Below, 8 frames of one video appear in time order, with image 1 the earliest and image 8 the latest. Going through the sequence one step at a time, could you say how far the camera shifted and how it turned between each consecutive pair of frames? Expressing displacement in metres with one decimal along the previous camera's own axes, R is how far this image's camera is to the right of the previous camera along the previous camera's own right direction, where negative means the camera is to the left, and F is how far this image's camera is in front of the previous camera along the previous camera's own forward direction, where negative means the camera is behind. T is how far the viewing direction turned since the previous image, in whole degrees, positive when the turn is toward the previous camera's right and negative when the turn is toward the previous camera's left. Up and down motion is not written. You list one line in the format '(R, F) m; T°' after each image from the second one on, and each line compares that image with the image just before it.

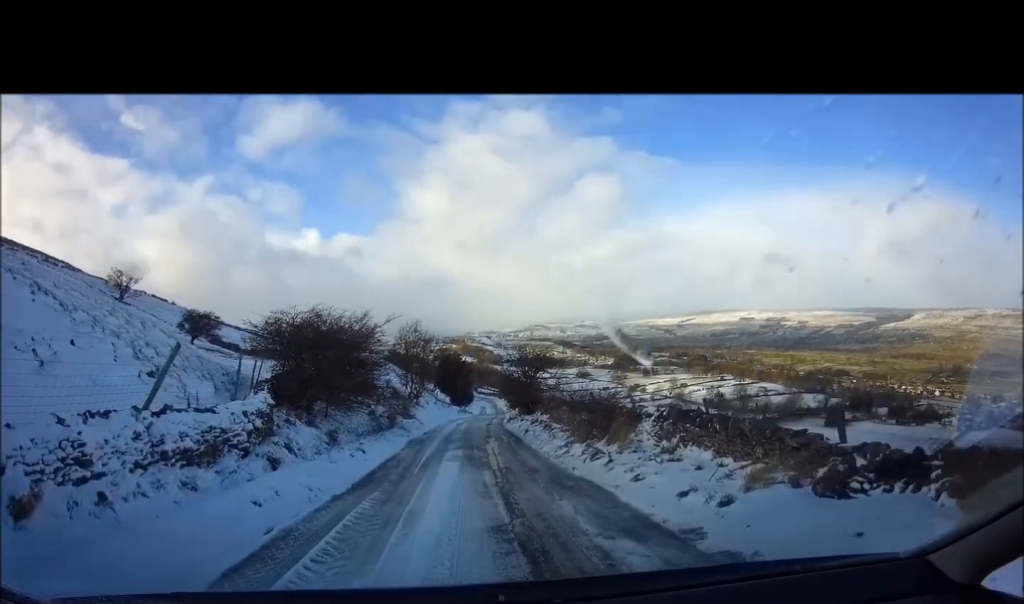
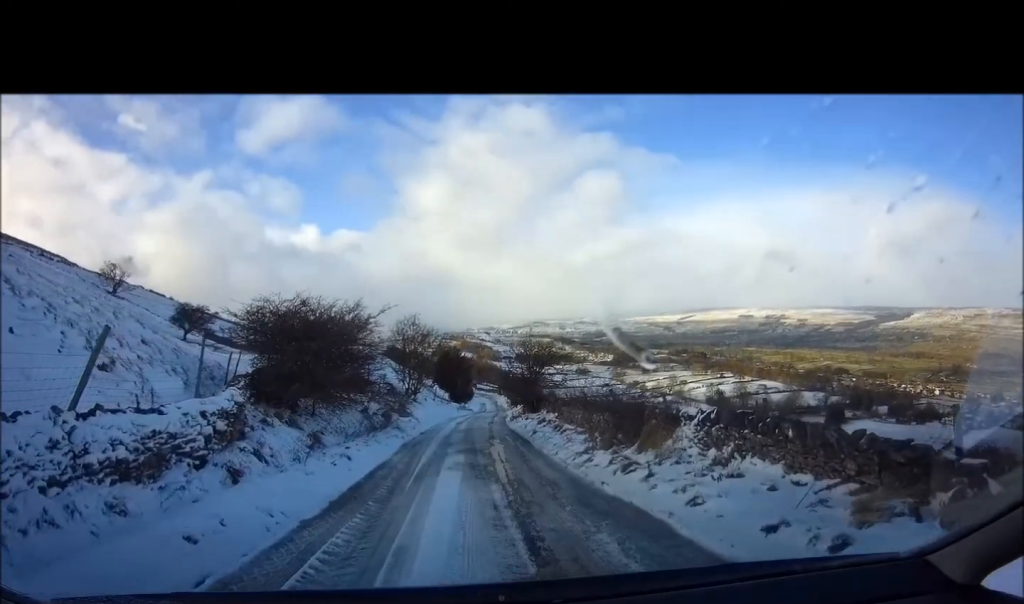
(0.0, +1.9) m; 0°
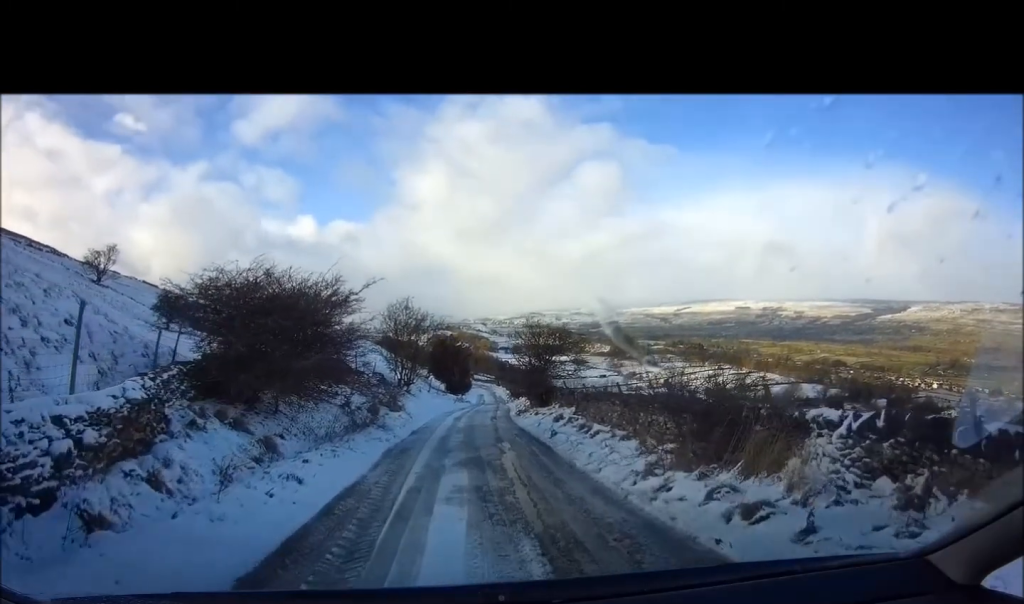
(0.0, +3.7) m; +2°
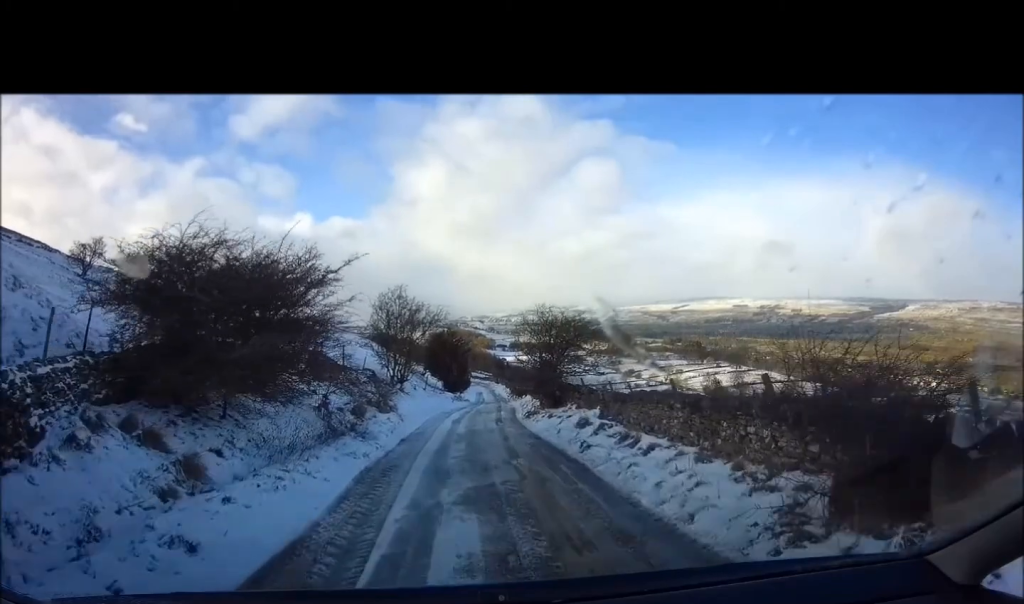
(+0.1, +3.1) m; +6°
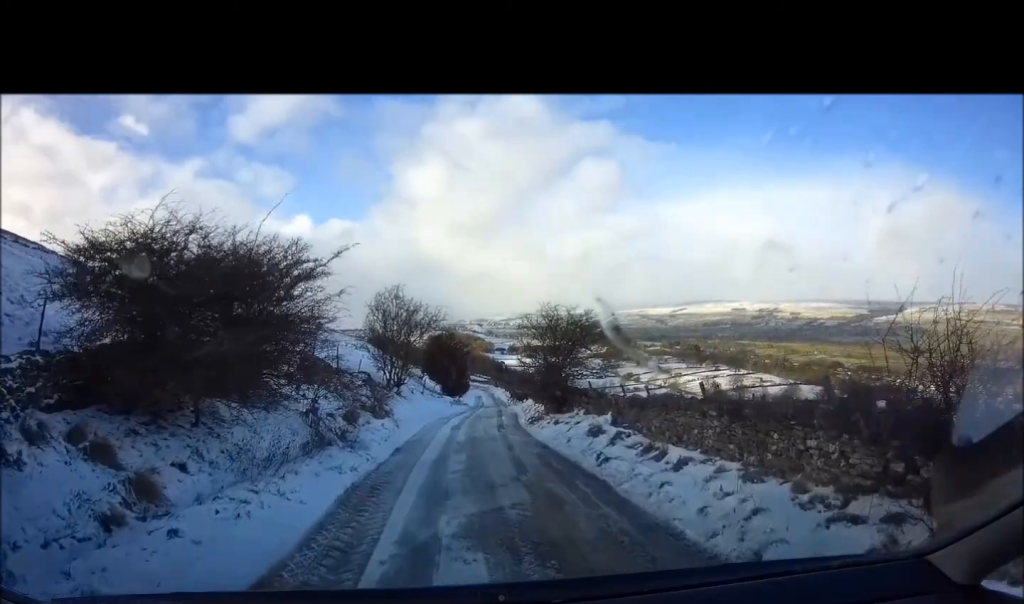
(0.0, +1.2) m; +2°
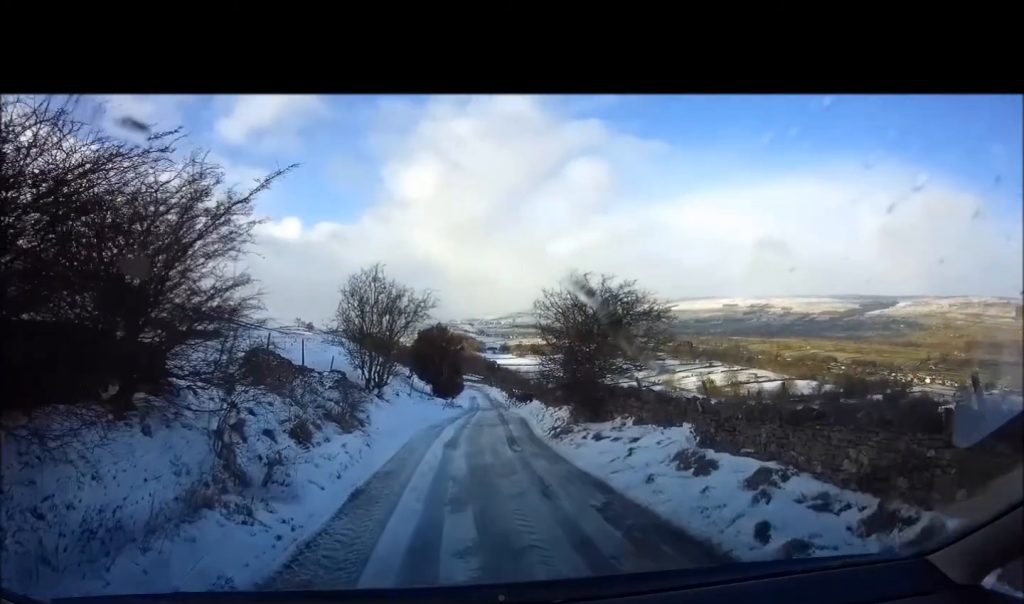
(-0.1, +5.1) m; -7°
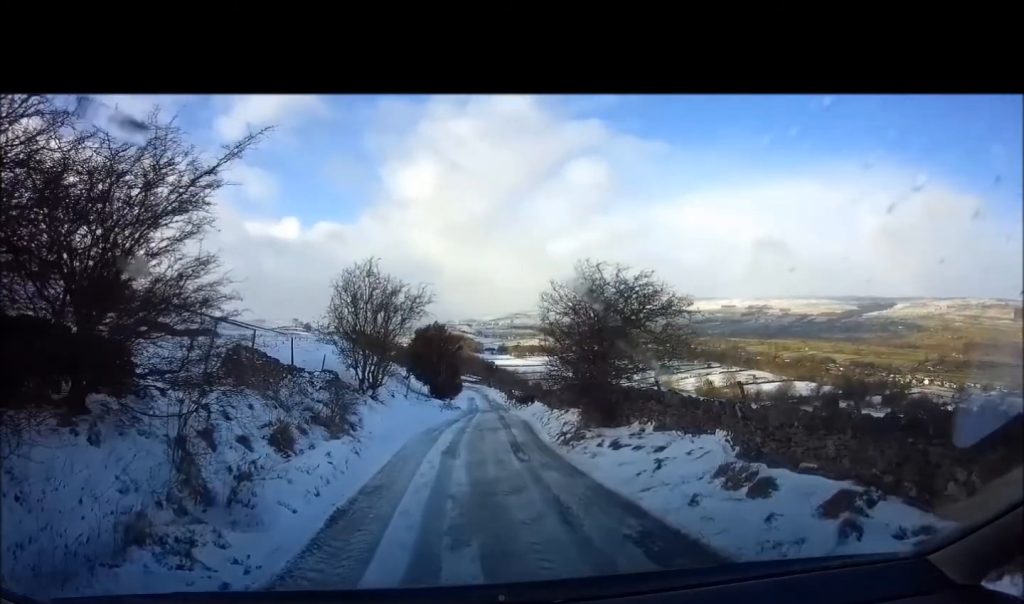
(0.0, +1.3) m; -1°
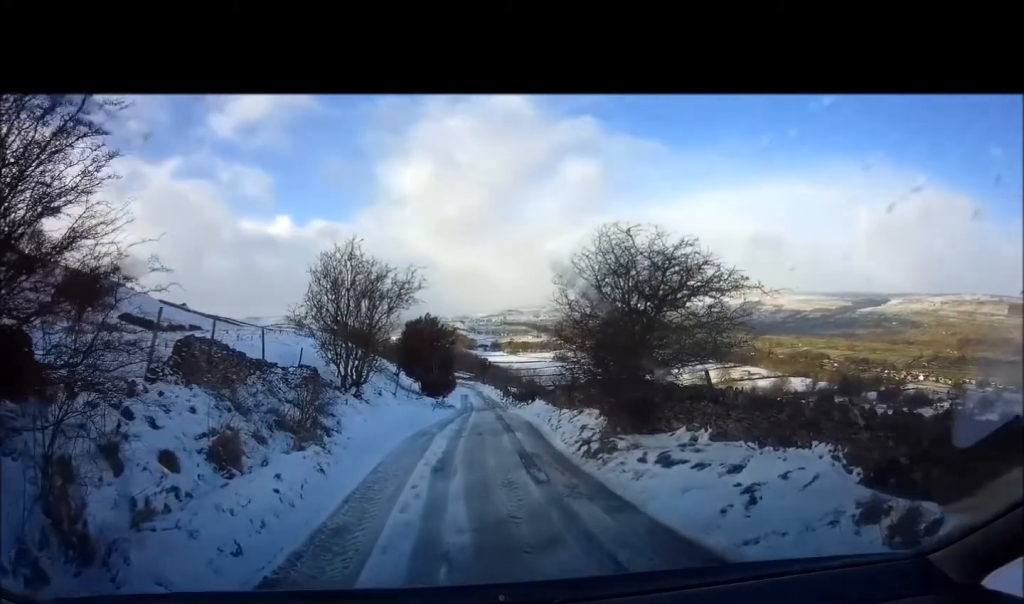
(0.0, +2.6) m; 0°
